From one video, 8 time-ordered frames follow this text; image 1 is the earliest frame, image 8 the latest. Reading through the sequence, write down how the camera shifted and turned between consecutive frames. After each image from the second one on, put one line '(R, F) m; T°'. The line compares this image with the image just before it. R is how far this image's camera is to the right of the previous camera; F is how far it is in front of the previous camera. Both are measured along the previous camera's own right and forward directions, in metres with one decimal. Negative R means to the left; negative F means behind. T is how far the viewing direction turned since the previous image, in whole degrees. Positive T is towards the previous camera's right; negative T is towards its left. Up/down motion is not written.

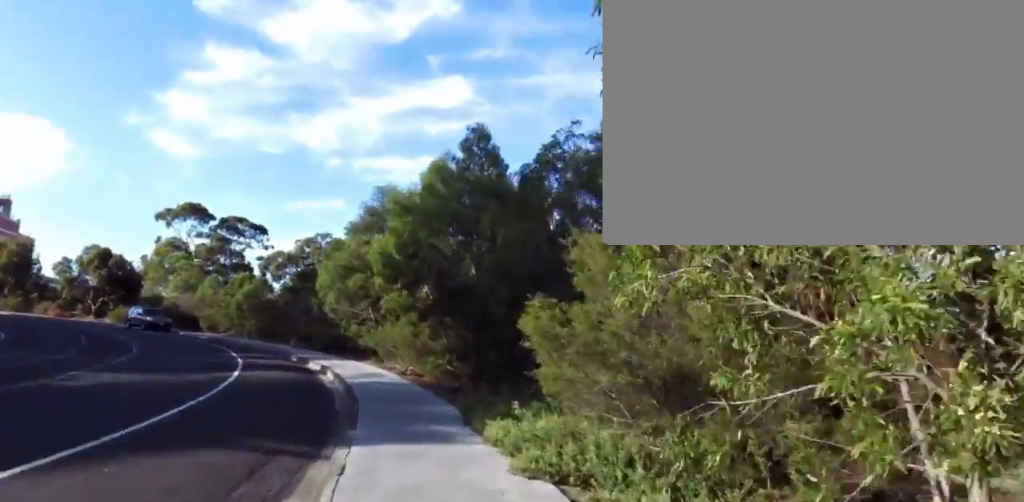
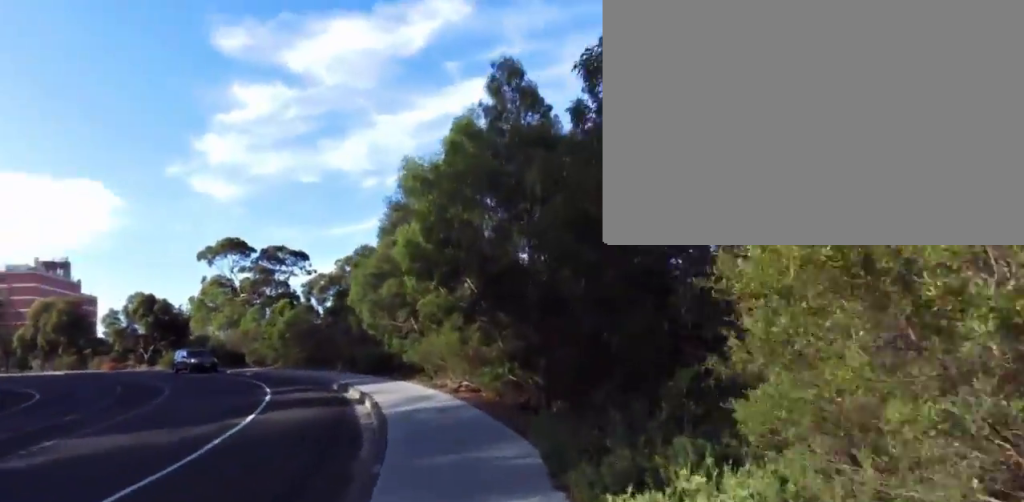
(-0.4, +3.1) m; 0°
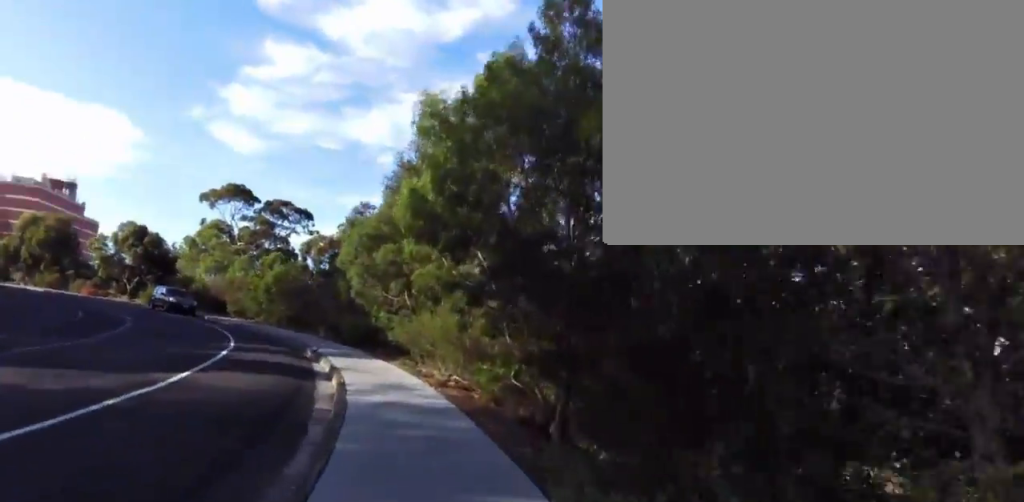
(-0.1, +2.4) m; -1°
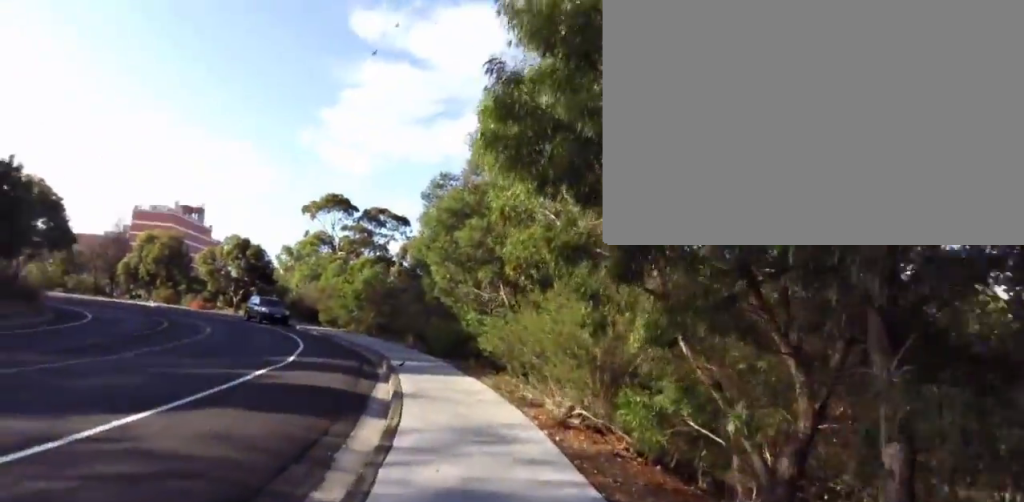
(+0.5, +5.0) m; -4°
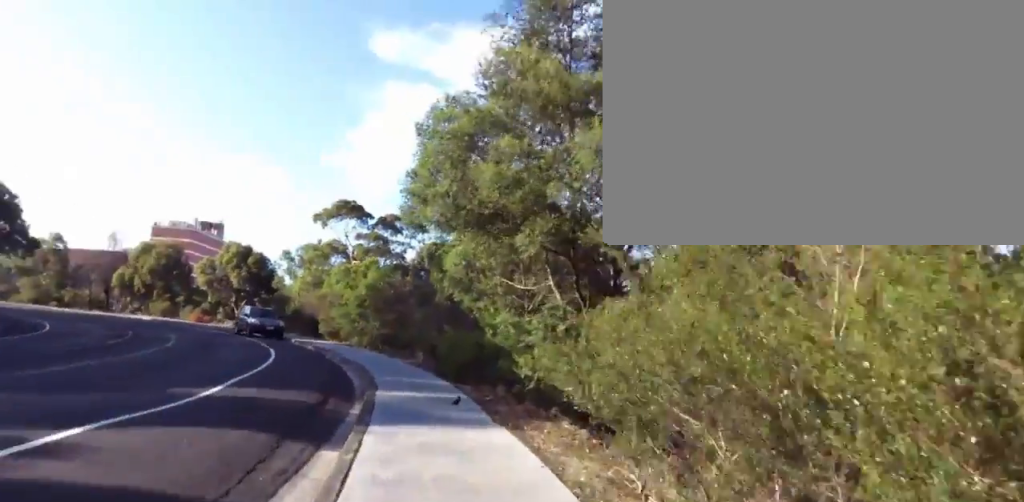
(-1.1, +6.4) m; -10°
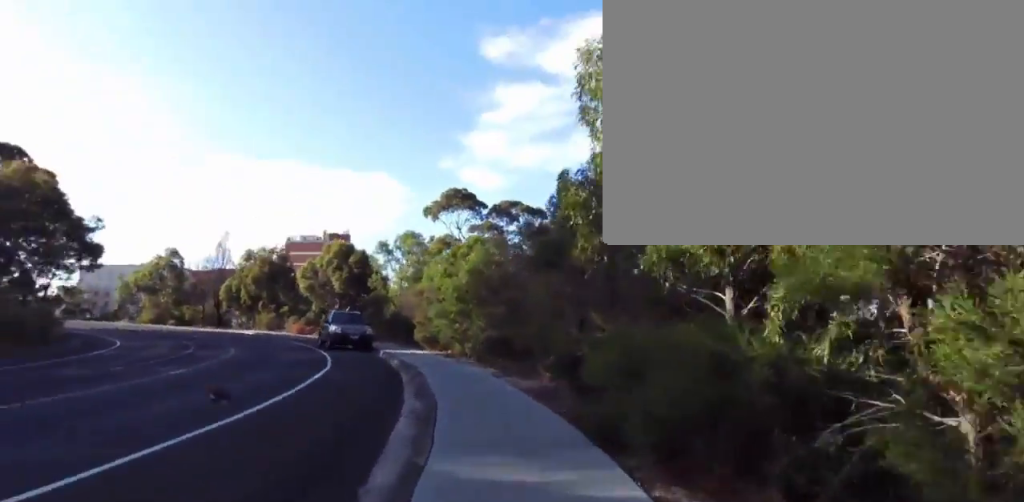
(-0.1, +8.6) m; -1°
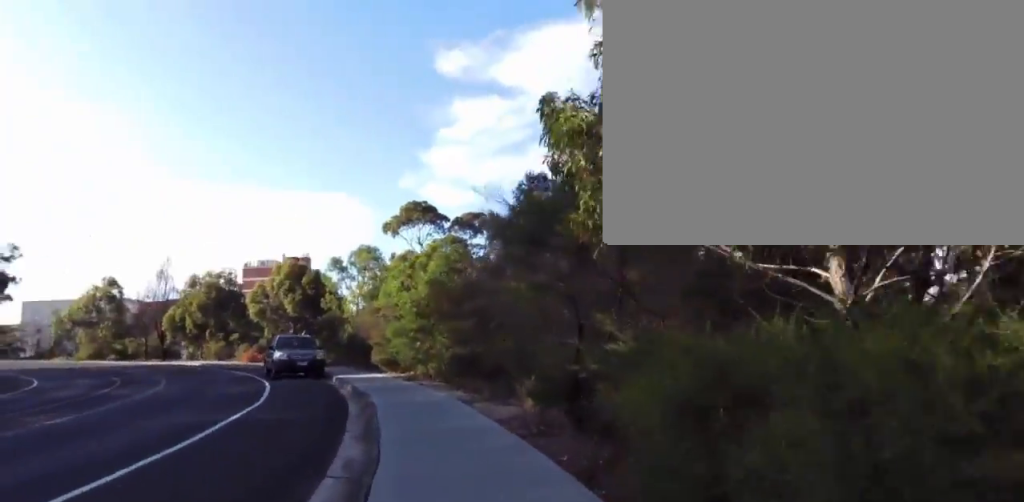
(0.0, +2.4) m; 0°
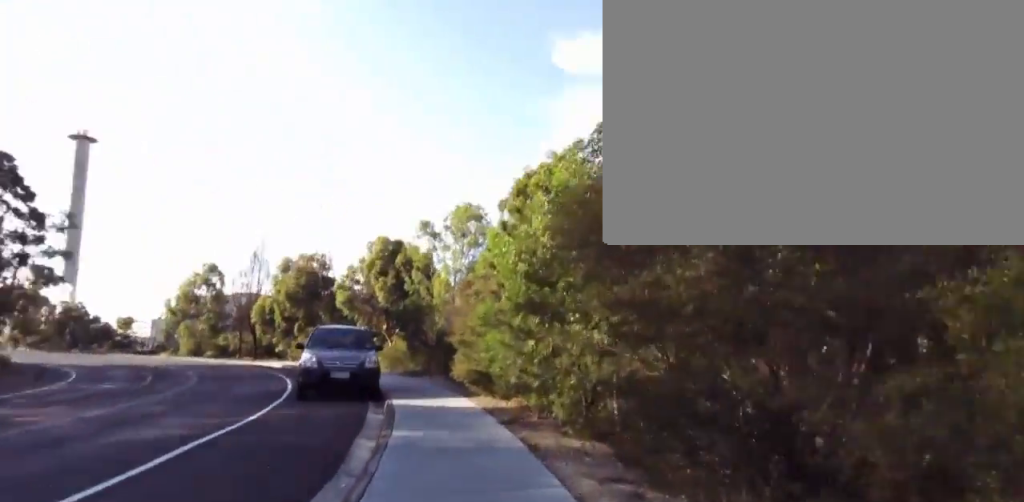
(-1.8, +9.2) m; -28°
